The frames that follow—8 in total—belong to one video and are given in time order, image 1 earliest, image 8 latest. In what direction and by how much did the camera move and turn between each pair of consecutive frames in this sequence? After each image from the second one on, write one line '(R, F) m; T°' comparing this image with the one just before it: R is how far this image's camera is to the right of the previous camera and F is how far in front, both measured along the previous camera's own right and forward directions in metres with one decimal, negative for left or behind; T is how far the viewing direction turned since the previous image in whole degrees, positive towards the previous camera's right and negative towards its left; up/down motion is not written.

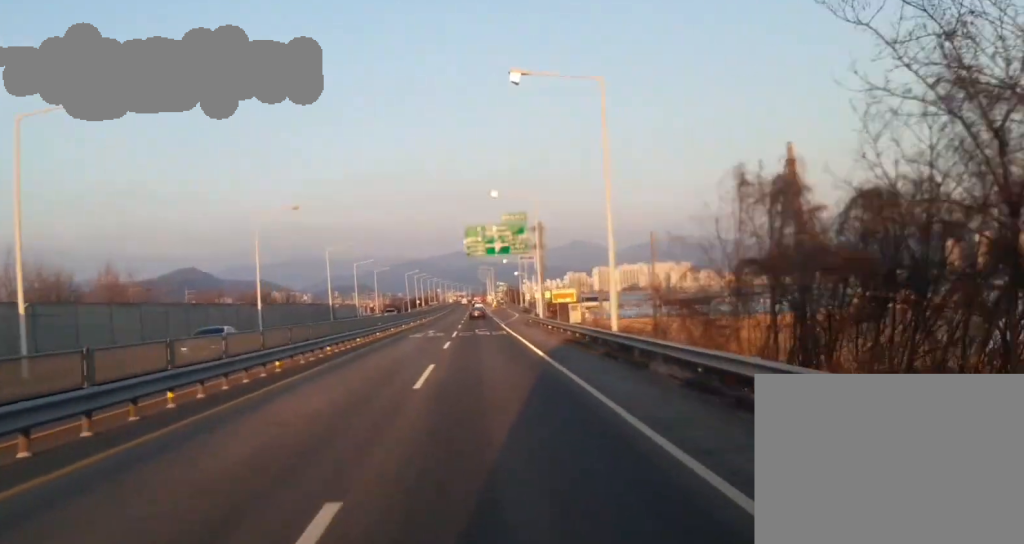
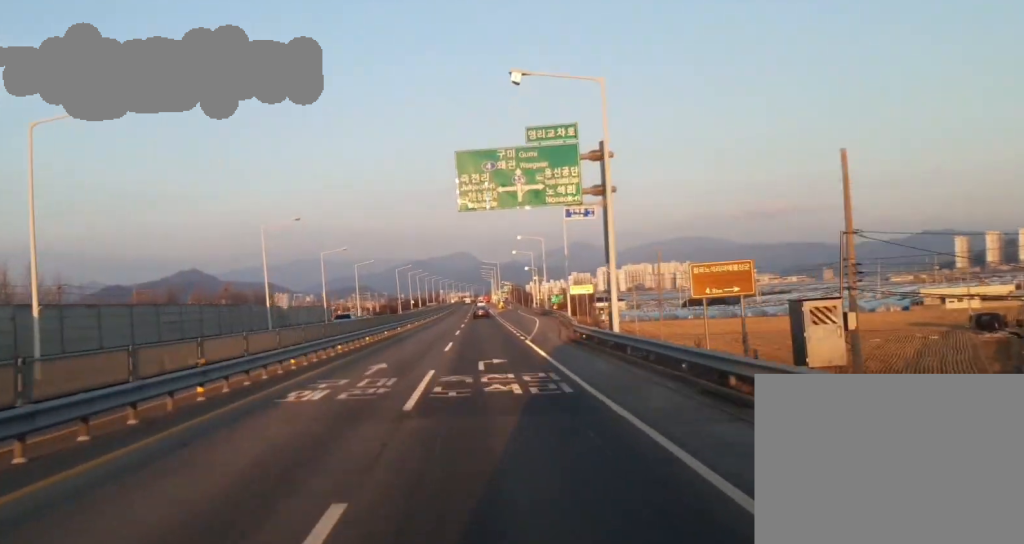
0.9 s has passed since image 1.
(0.0, +38.4) m; 0°
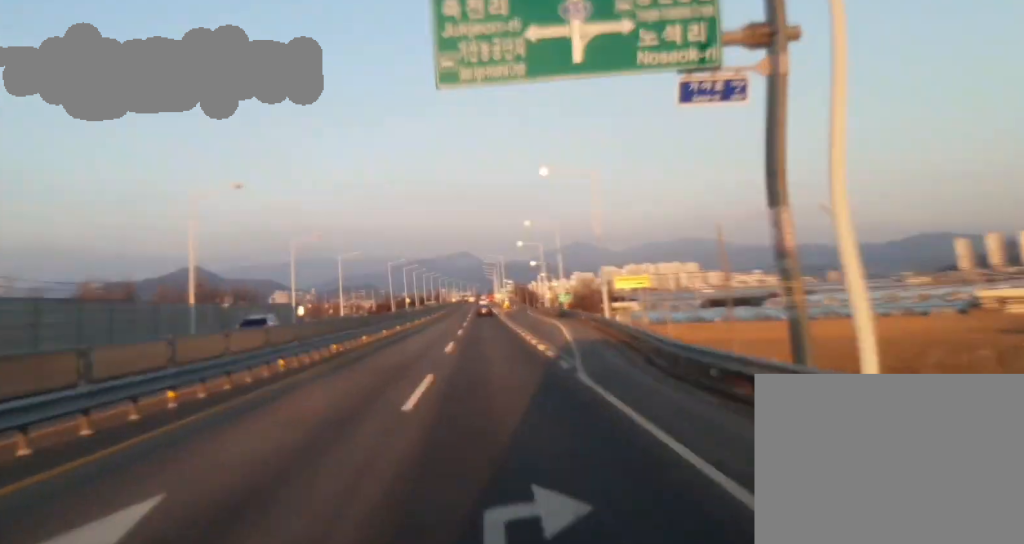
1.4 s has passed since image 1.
(0.0, +22.8) m; 0°
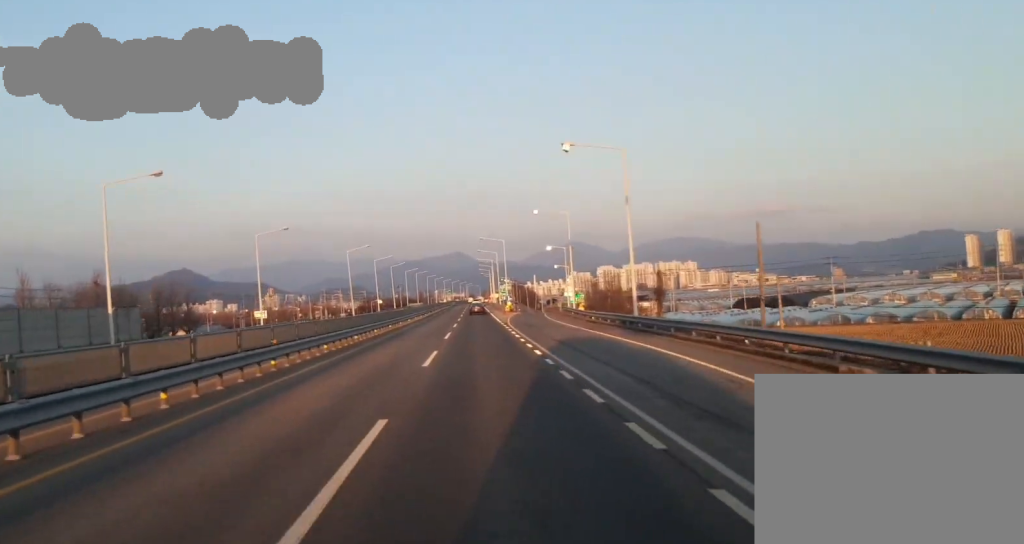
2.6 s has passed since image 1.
(-0.2, +49.9) m; 0°
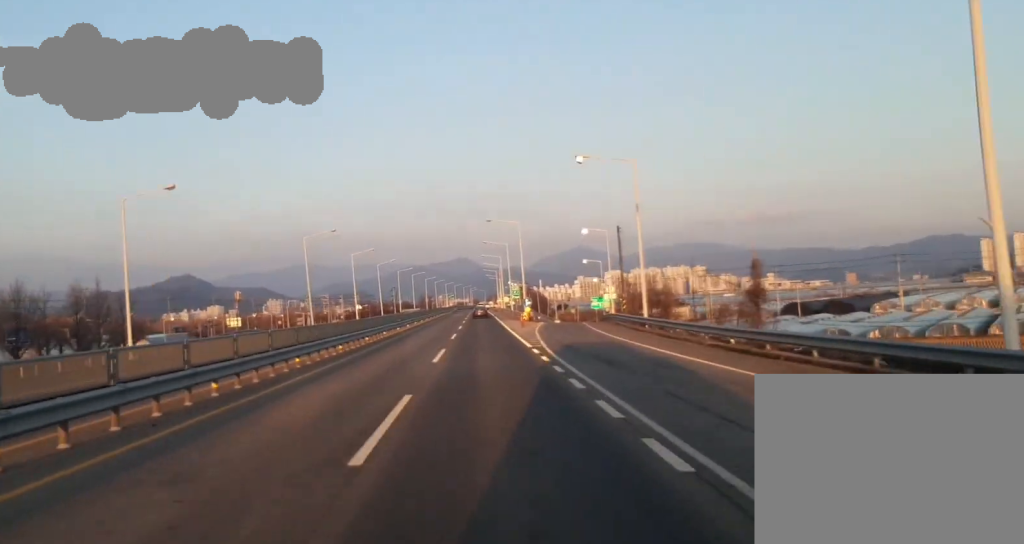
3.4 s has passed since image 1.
(-0.1, +35.8) m; 0°
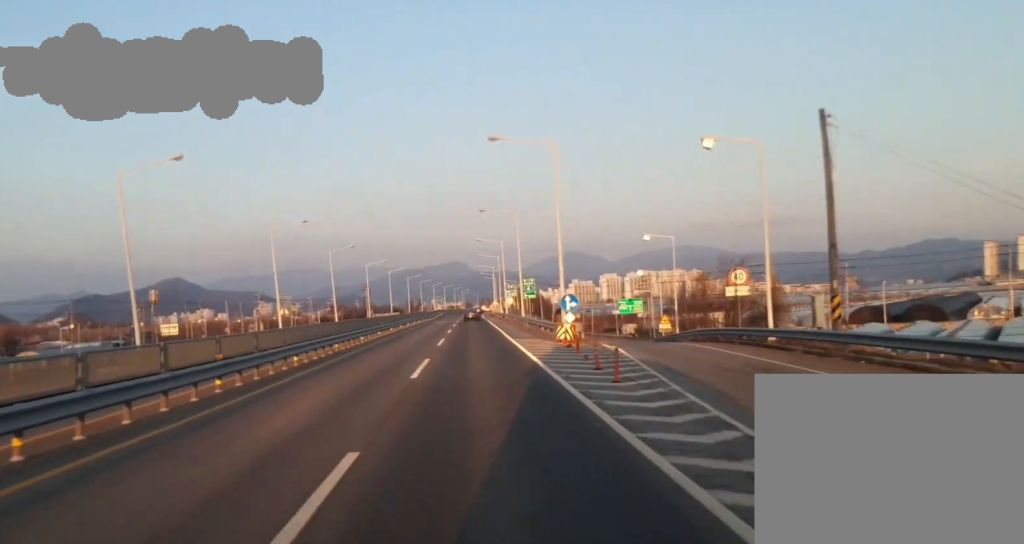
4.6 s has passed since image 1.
(+0.1, +48.8) m; 0°
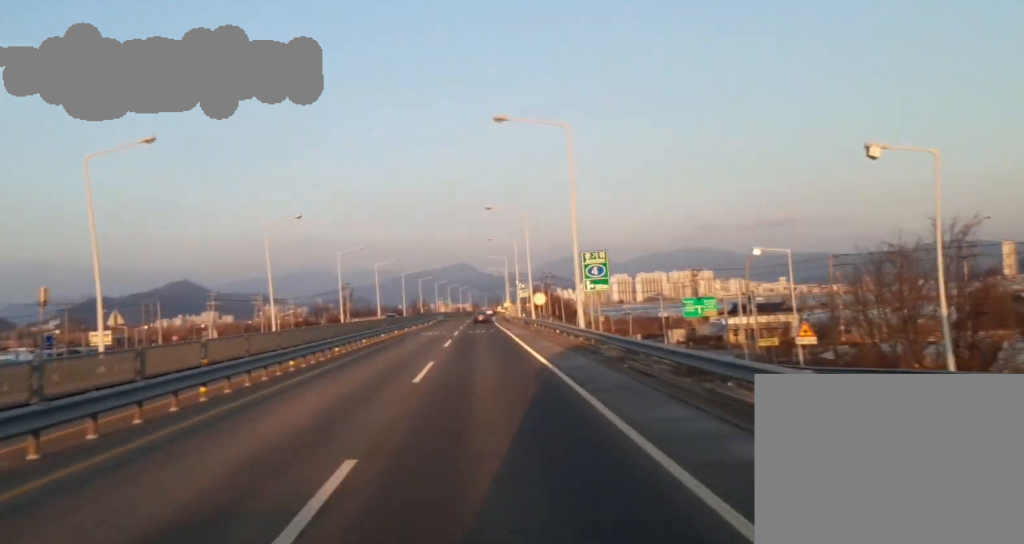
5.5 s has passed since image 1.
(+0.1, +41.7) m; 0°
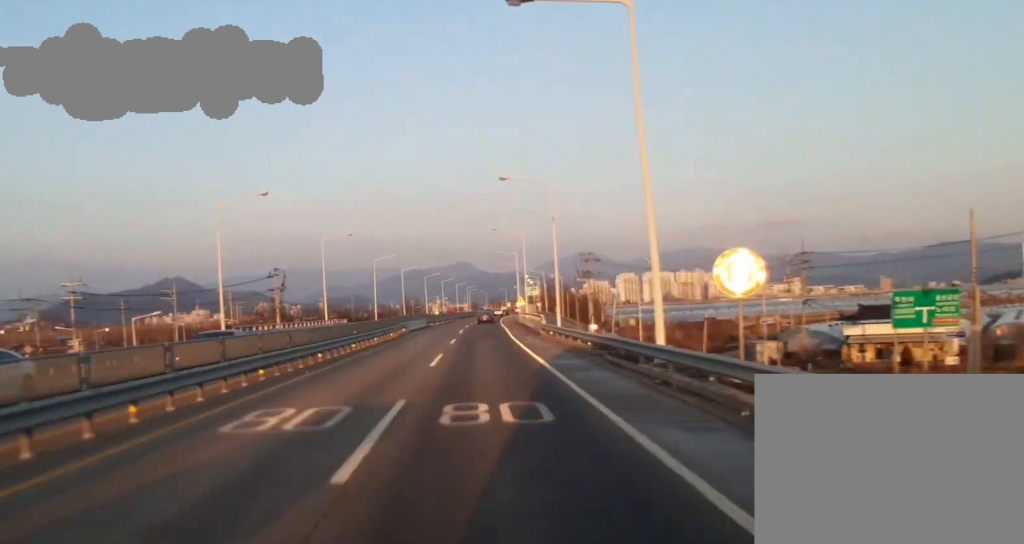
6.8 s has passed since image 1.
(+0.1, +54.9) m; 0°
